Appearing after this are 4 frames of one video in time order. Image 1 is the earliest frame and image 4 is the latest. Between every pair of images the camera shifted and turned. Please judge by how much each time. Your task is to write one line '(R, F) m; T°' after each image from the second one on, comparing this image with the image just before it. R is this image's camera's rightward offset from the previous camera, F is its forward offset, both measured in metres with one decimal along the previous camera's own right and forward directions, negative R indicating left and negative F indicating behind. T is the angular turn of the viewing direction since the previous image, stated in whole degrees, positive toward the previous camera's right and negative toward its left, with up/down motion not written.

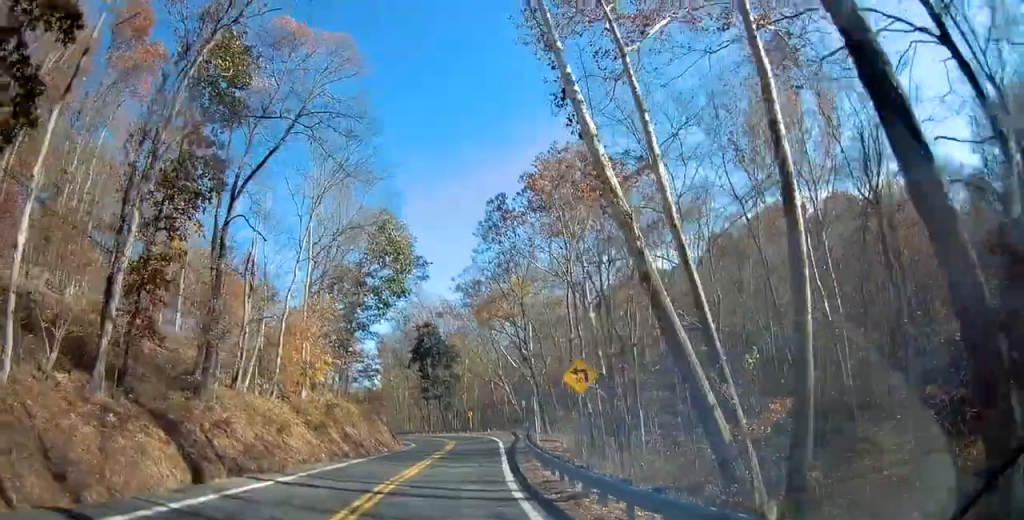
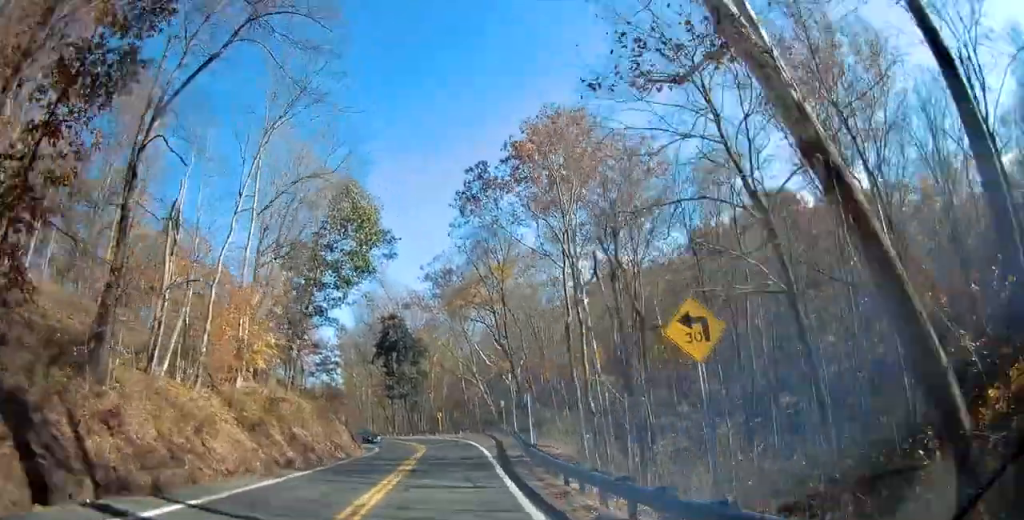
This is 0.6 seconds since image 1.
(+0.1, +8.0) m; +3°
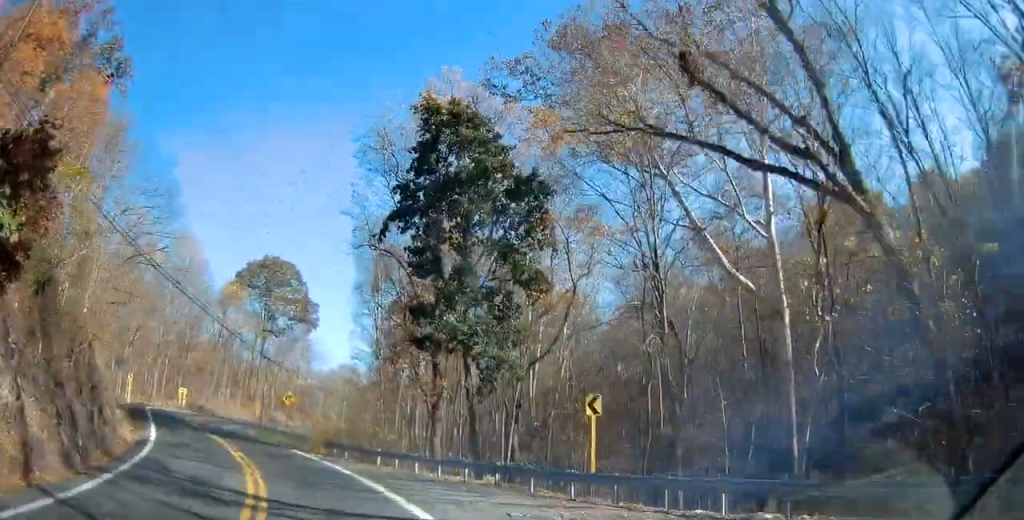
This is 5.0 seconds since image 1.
(+7.3, +58.7) m; +1°
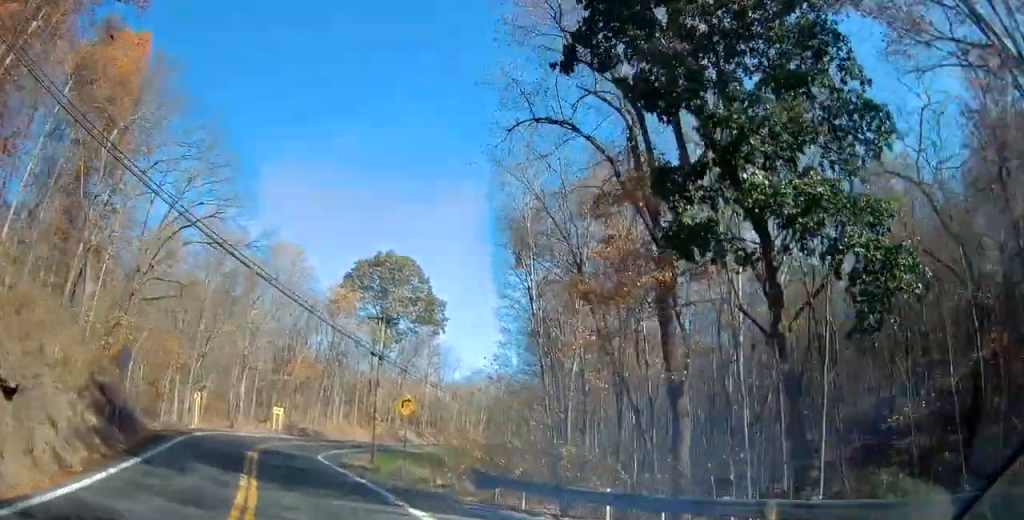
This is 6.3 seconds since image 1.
(-1.3, +16.6) m; -9°
